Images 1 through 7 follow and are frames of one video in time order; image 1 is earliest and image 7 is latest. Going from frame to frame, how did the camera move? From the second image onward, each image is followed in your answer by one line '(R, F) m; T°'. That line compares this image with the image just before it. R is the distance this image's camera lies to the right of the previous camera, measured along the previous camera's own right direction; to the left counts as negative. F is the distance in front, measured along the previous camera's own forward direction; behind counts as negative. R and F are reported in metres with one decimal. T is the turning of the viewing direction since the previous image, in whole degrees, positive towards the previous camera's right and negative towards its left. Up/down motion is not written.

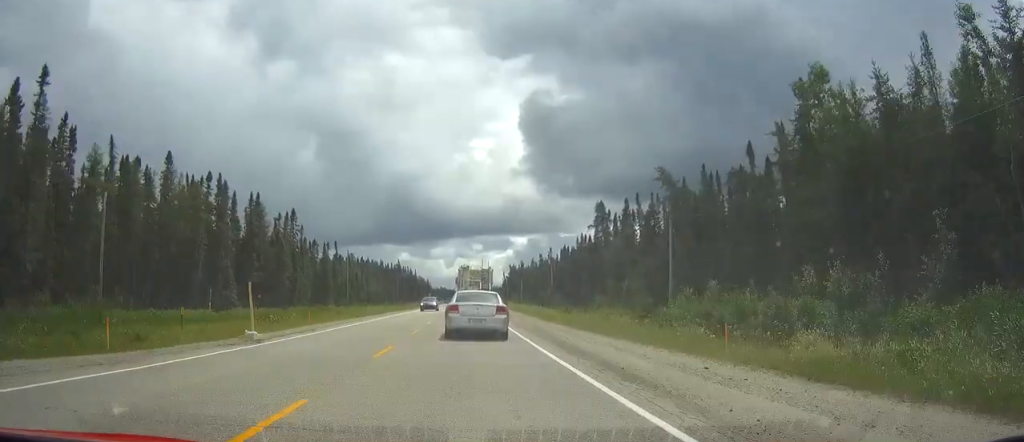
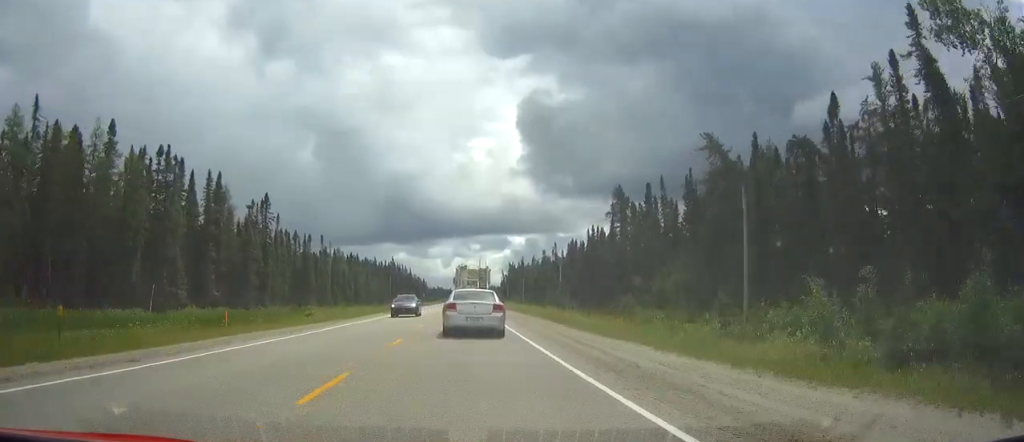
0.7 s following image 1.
(+0.1, +15.1) m; +1°
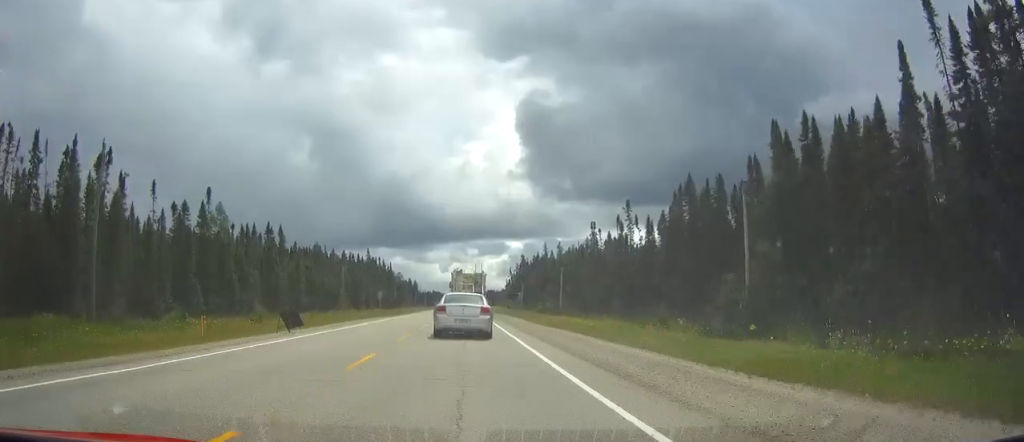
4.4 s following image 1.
(+0.5, +77.8) m; 0°
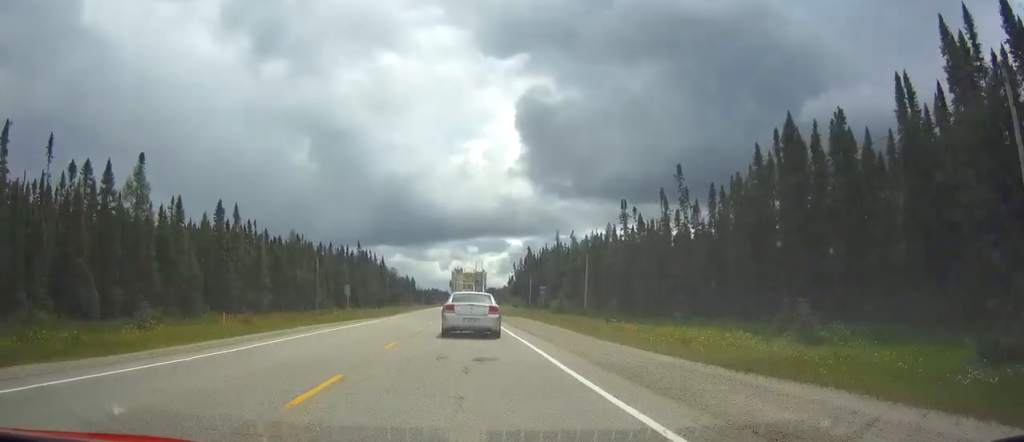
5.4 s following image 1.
(0.0, +22.6) m; 0°
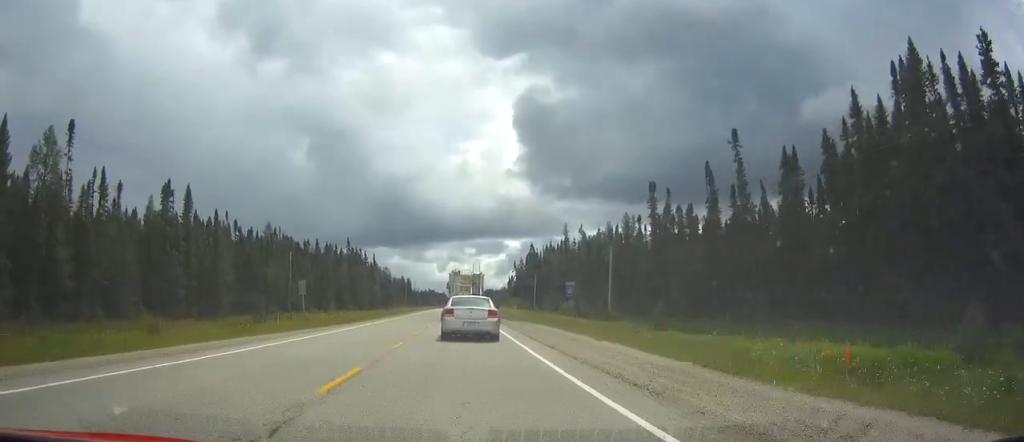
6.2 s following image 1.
(0.0, +16.2) m; 0°
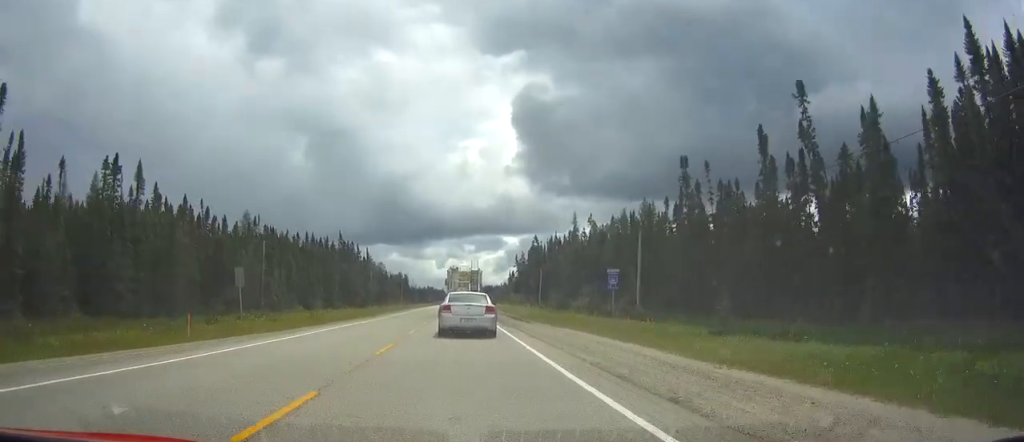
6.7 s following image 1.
(0.0, +12.6) m; 0°
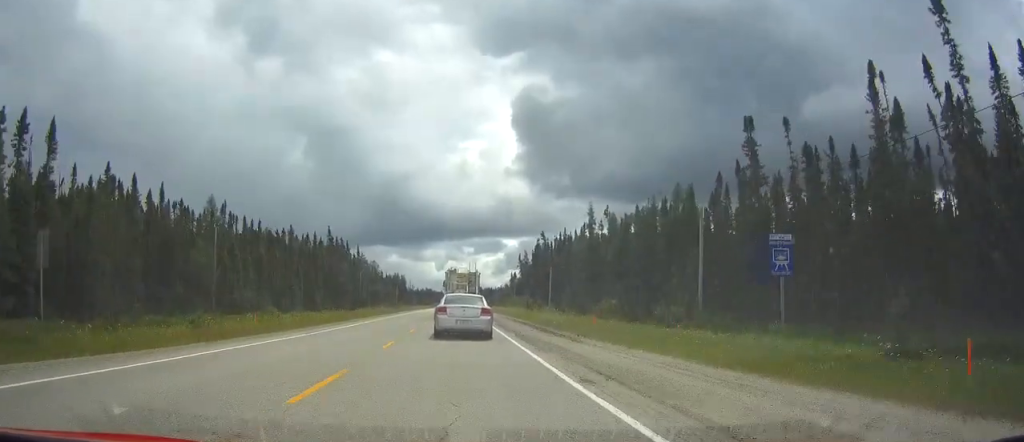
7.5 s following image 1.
(+0.1, +16.4) m; 0°
